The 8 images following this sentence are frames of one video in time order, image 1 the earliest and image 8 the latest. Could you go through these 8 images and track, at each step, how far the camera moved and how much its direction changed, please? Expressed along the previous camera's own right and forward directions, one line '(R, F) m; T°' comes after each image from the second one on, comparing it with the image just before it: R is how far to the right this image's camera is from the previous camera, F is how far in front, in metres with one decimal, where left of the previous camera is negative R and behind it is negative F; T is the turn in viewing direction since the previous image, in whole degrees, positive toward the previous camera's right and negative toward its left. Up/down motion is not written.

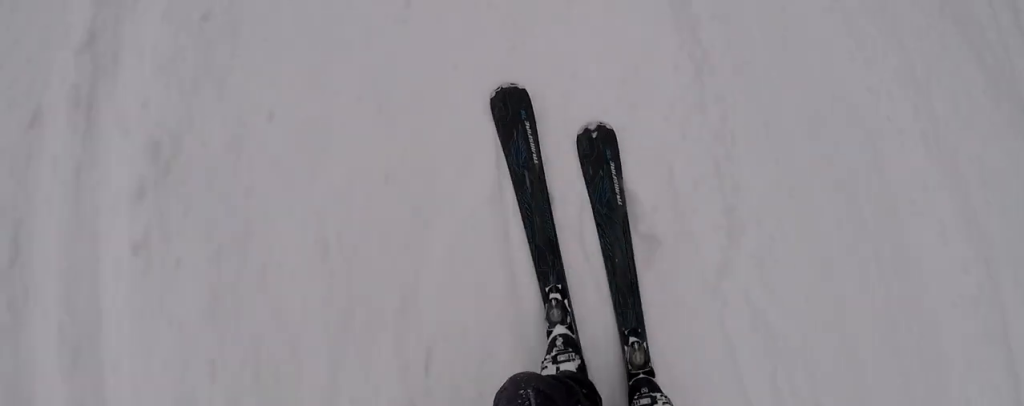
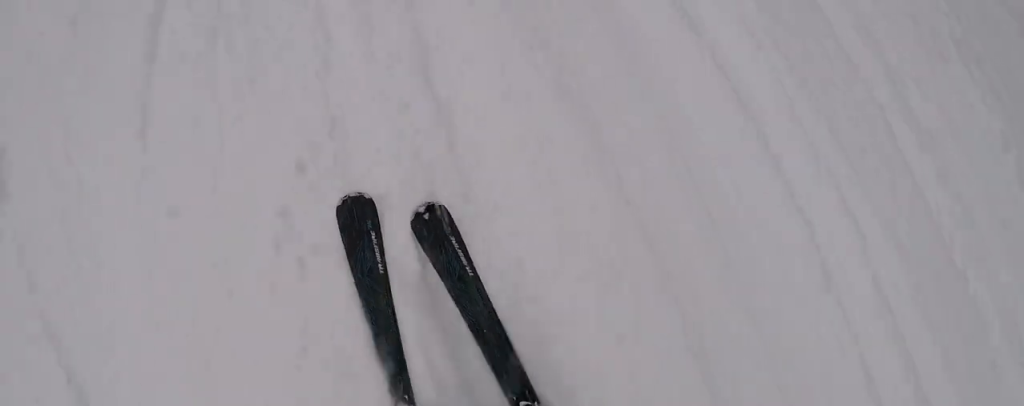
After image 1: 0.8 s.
(+0.4, +7.0) m; +3°
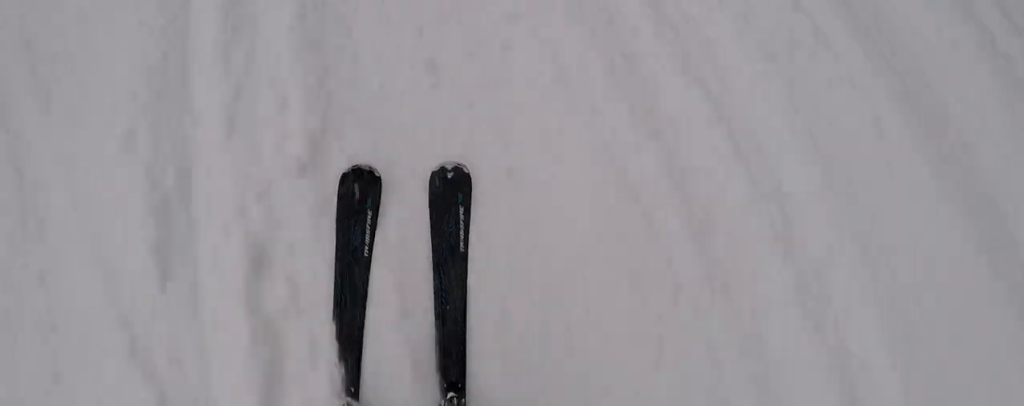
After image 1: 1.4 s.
(0.0, +6.1) m; 0°
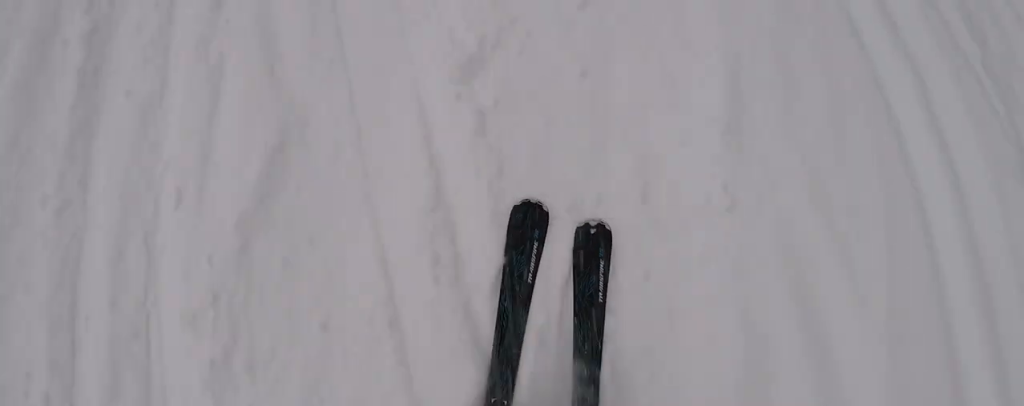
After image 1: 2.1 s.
(0.0, +7.1) m; 0°
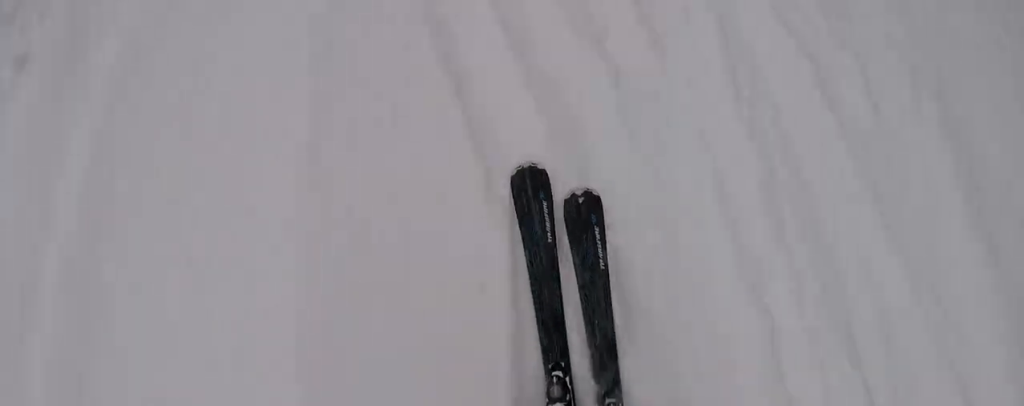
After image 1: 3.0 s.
(0.0, +9.2) m; 0°
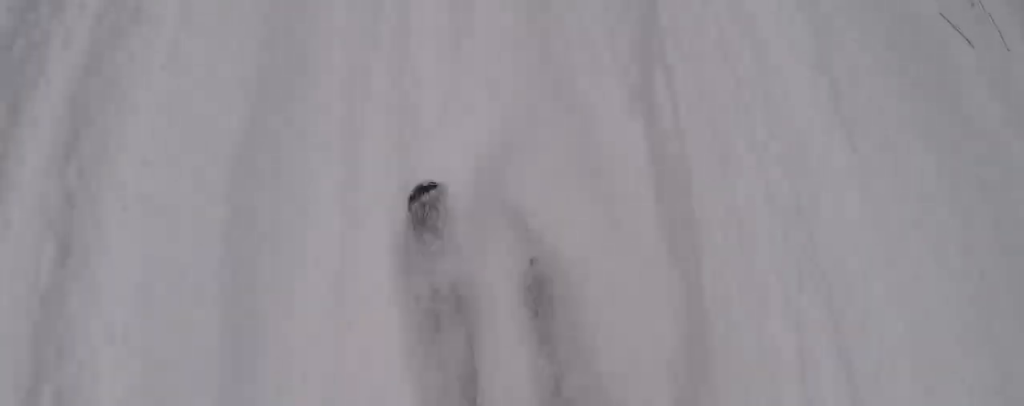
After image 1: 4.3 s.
(0.0, +13.3) m; 0°
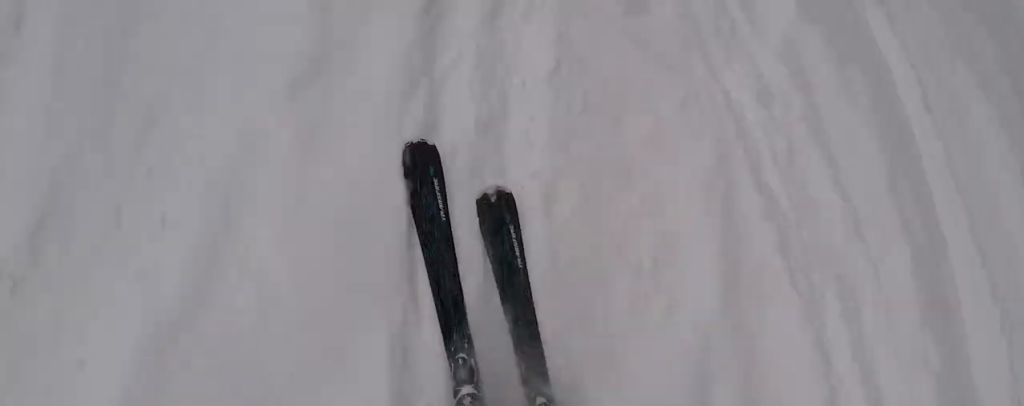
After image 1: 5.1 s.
(0.0, +8.1) m; -6°
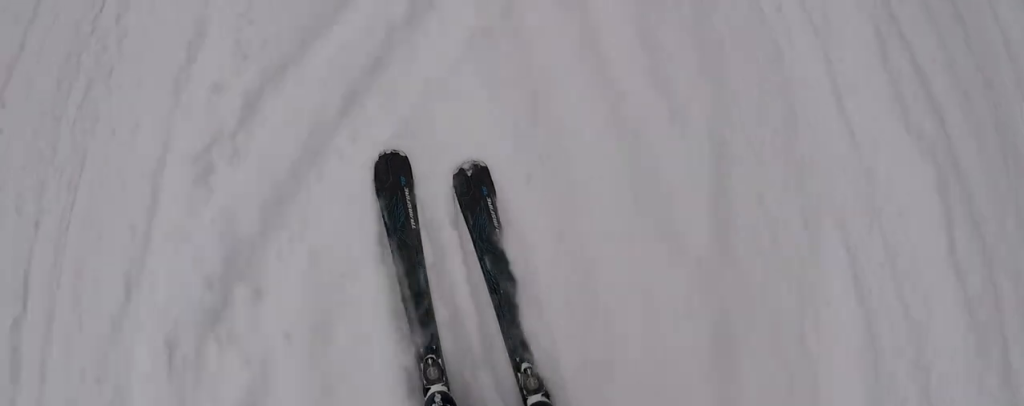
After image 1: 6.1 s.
(-1.2, +10.7) m; -3°
